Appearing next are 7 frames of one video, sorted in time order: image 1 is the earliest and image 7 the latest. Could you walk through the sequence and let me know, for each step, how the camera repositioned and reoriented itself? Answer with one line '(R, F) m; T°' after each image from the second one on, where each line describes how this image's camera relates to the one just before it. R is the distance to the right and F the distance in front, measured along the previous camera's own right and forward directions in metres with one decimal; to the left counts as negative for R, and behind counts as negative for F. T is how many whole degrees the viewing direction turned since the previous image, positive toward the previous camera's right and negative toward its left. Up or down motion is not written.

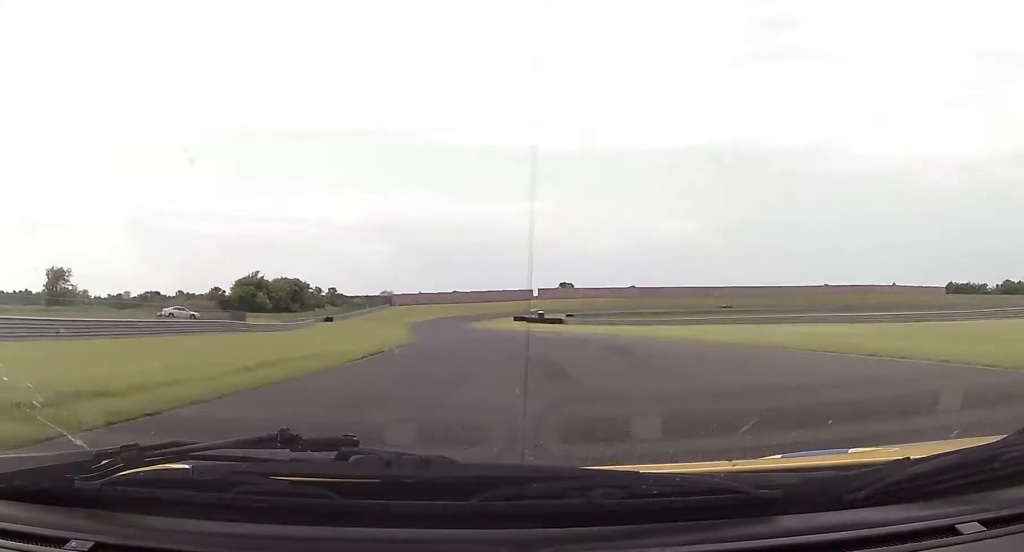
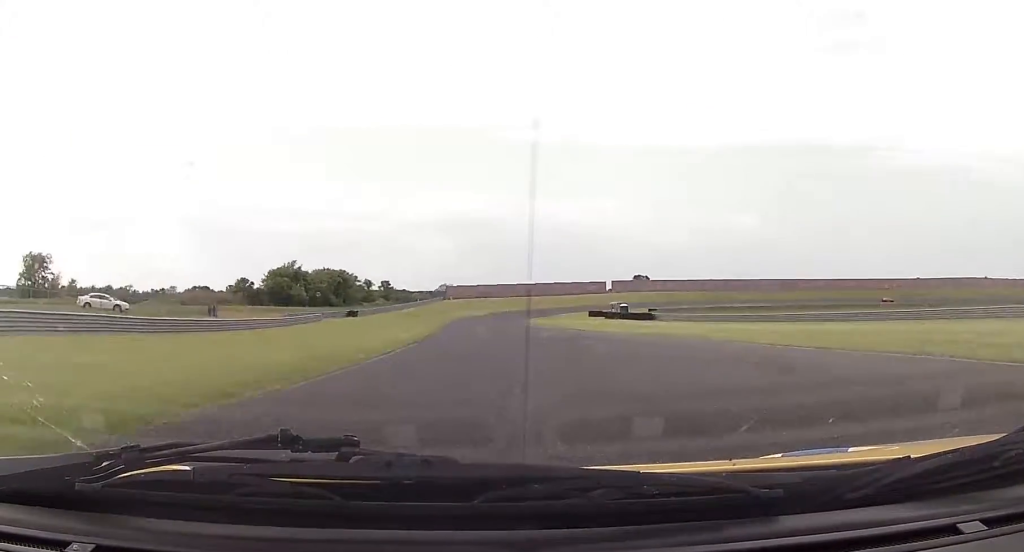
(-1.4, +30.2) m; -6°
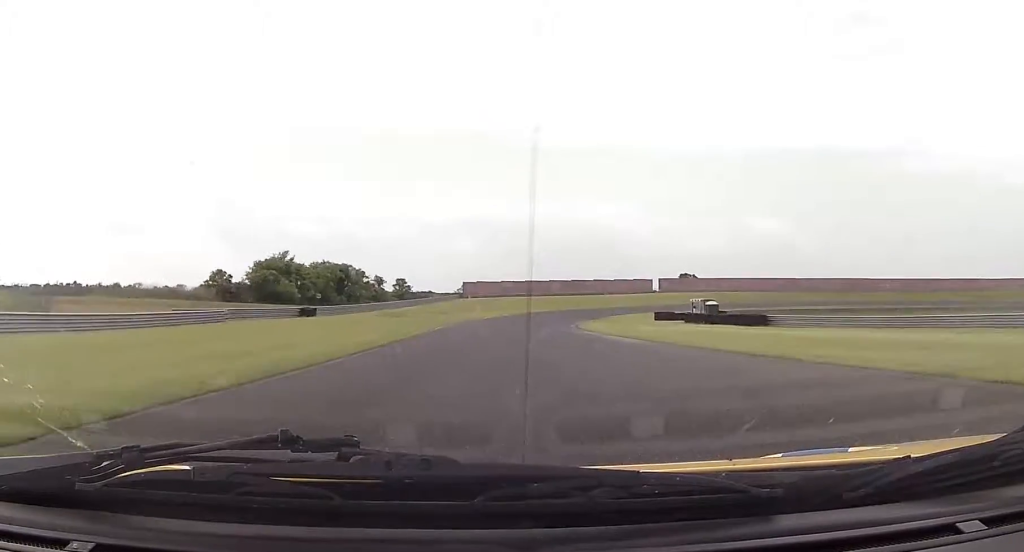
(-2.6, +35.7) m; -5°
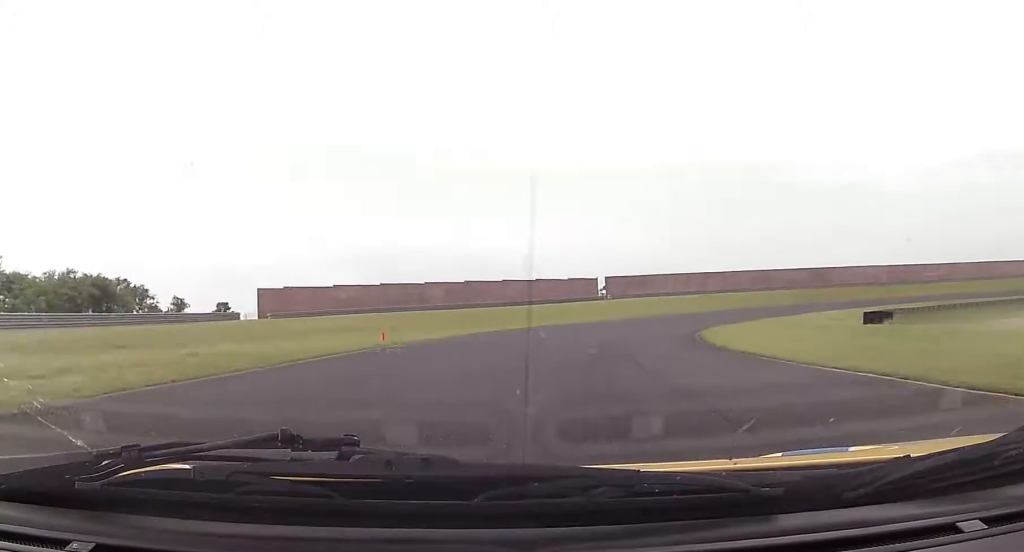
(+2.4, +89.4) m; +8°
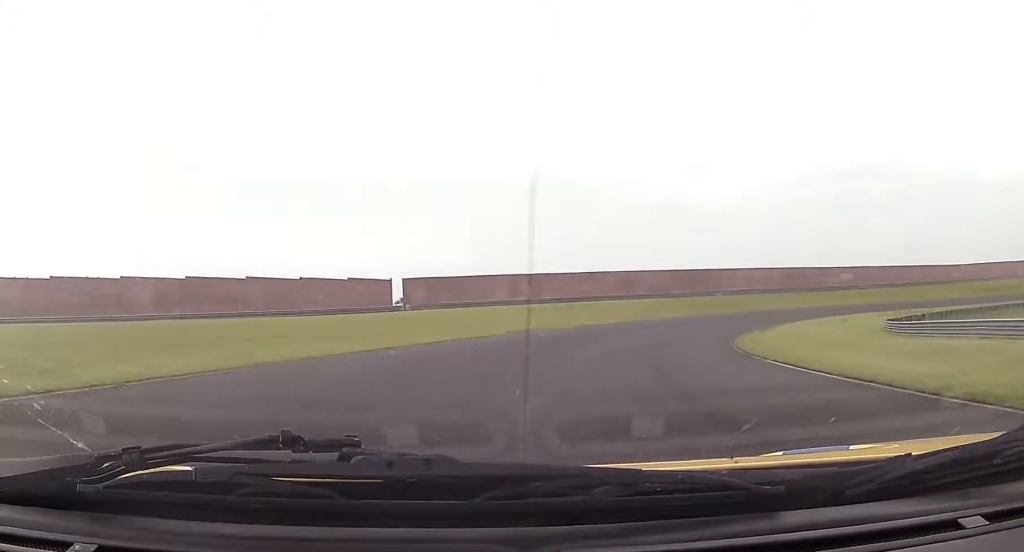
(+4.1, +40.0) m; +16°
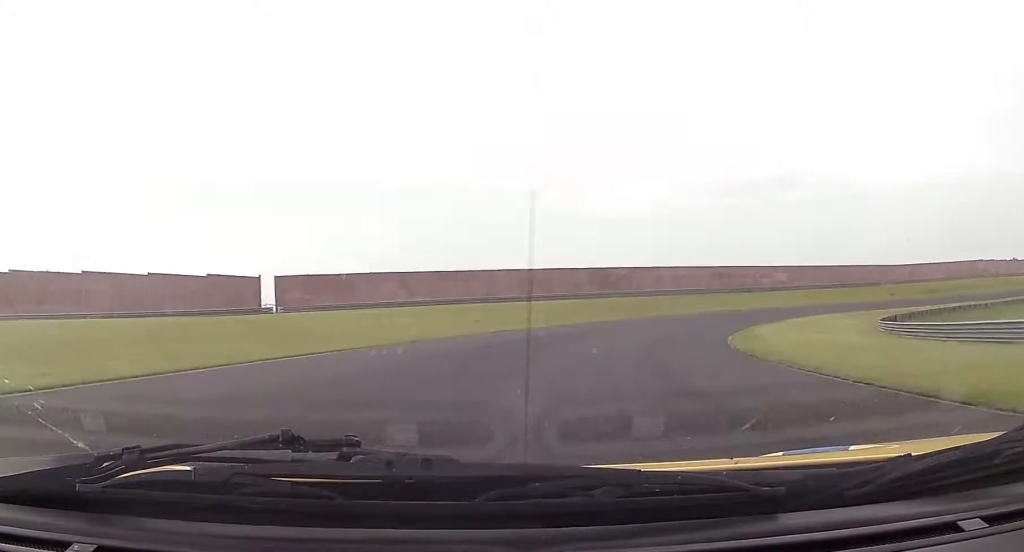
(+1.1, +13.7) m; +7°
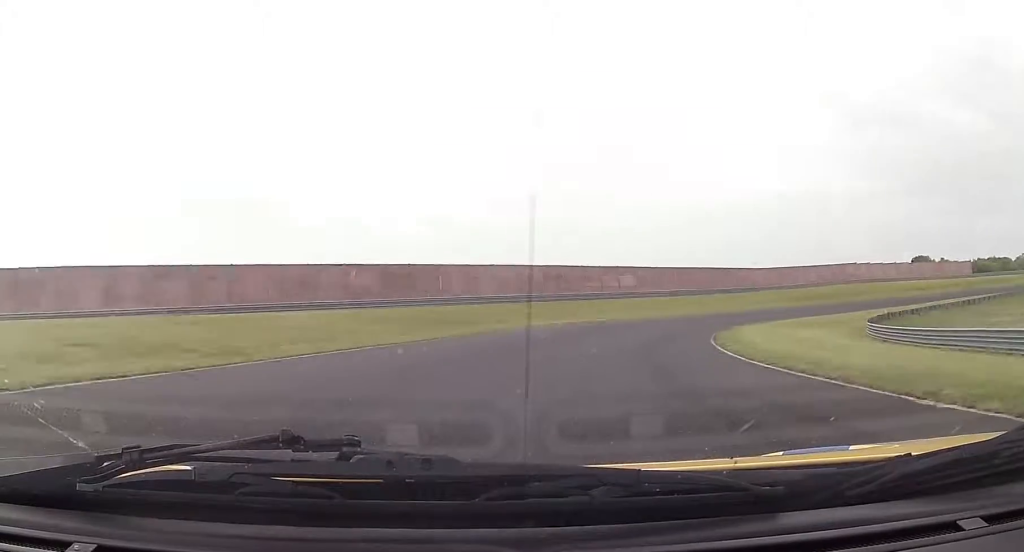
(+3.3, +27.2) m; +16°
